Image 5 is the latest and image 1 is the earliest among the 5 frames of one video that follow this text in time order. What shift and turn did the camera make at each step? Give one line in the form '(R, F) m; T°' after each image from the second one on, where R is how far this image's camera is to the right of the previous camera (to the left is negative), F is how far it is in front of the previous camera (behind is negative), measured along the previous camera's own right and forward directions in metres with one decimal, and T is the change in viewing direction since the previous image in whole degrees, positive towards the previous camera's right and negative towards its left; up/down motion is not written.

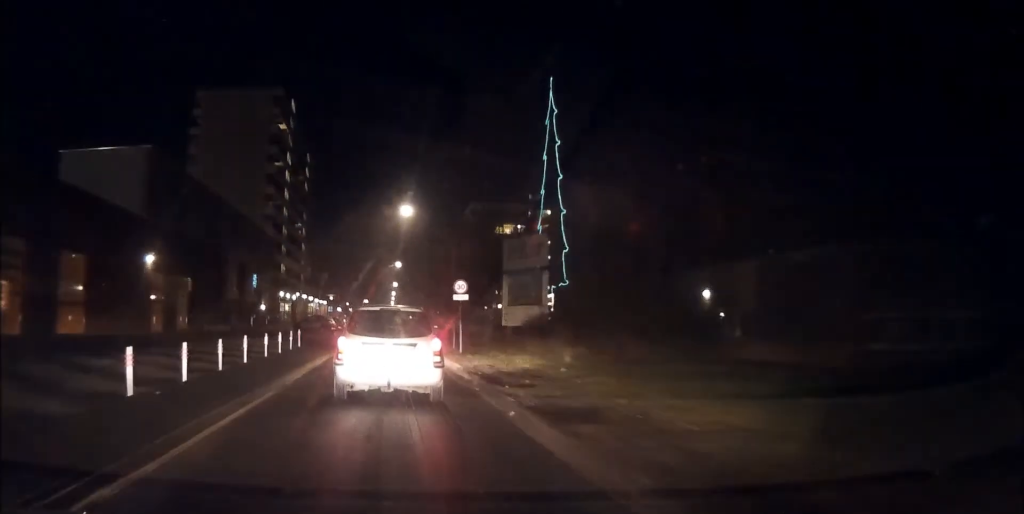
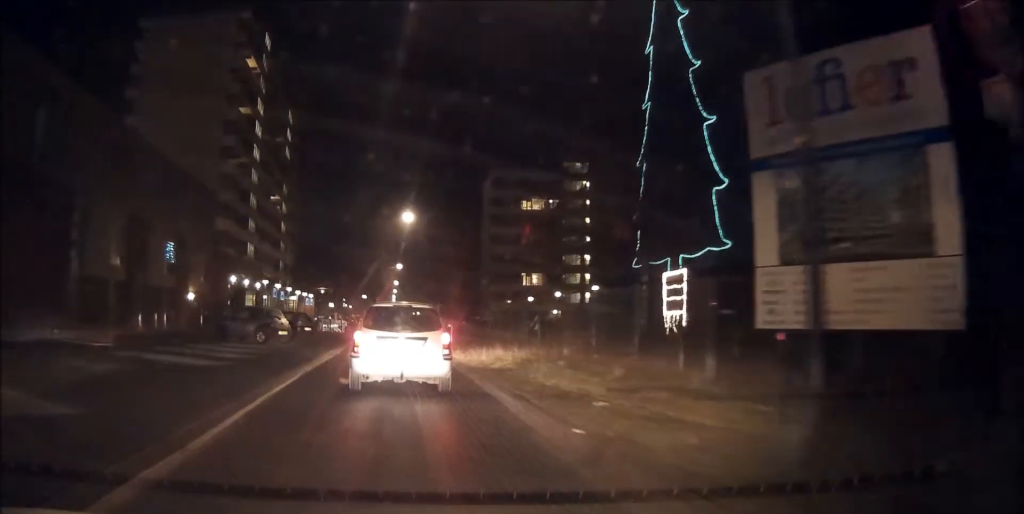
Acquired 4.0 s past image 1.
(+1.1, +27.8) m; +2°
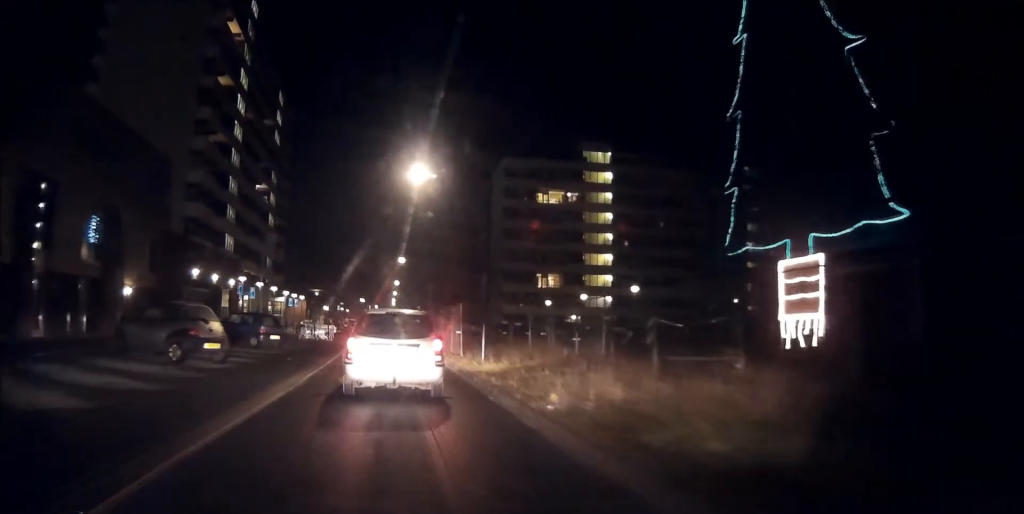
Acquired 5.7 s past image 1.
(-0.4, +11.8) m; -4°
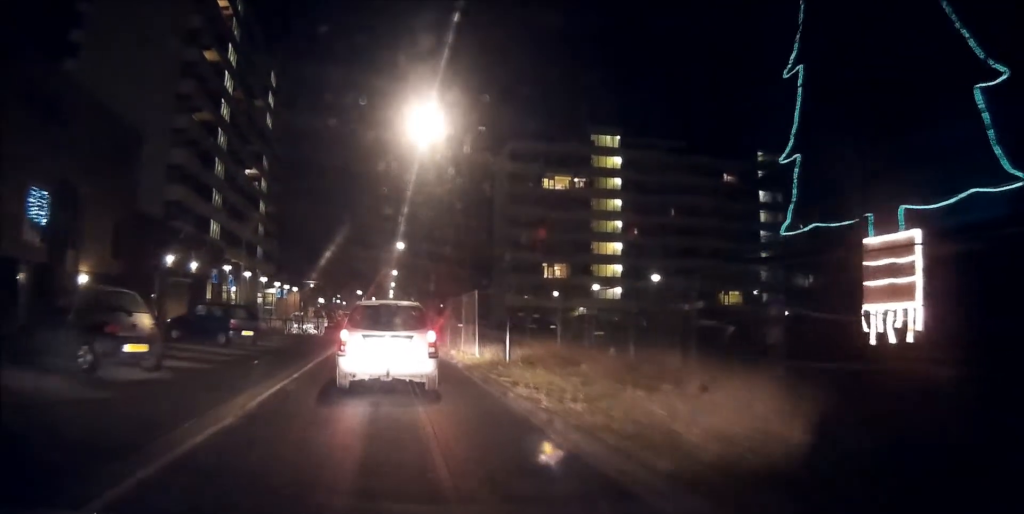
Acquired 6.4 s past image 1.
(-0.1, +5.2) m; -1°
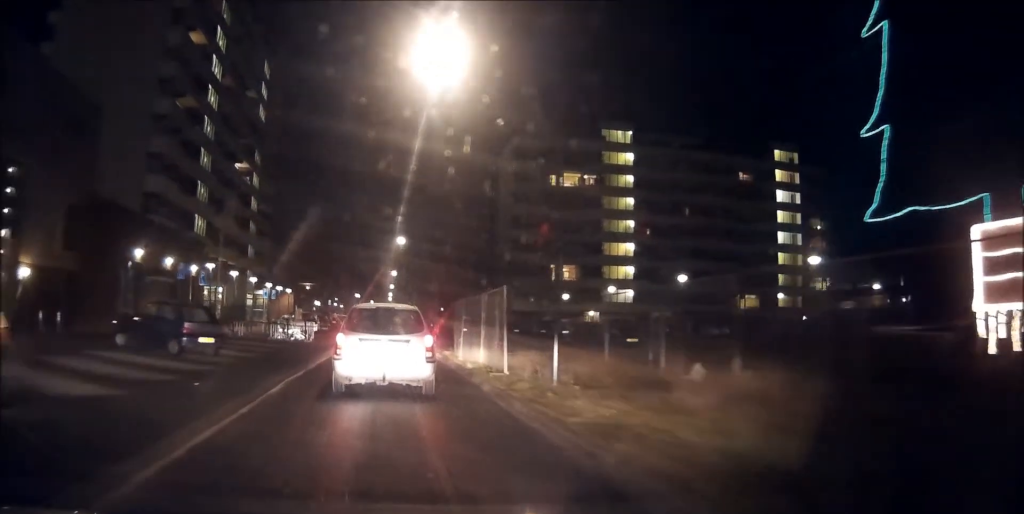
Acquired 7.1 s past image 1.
(0.0, +5.2) m; +1°
